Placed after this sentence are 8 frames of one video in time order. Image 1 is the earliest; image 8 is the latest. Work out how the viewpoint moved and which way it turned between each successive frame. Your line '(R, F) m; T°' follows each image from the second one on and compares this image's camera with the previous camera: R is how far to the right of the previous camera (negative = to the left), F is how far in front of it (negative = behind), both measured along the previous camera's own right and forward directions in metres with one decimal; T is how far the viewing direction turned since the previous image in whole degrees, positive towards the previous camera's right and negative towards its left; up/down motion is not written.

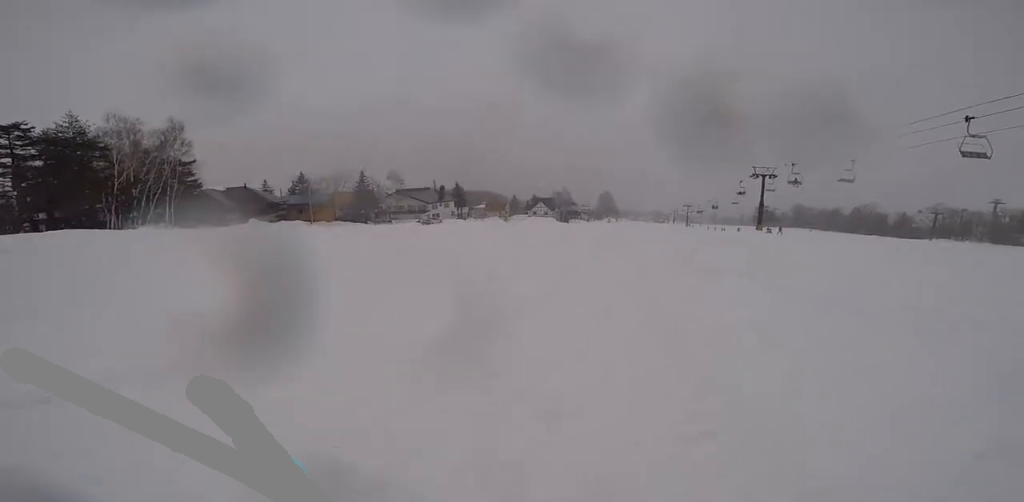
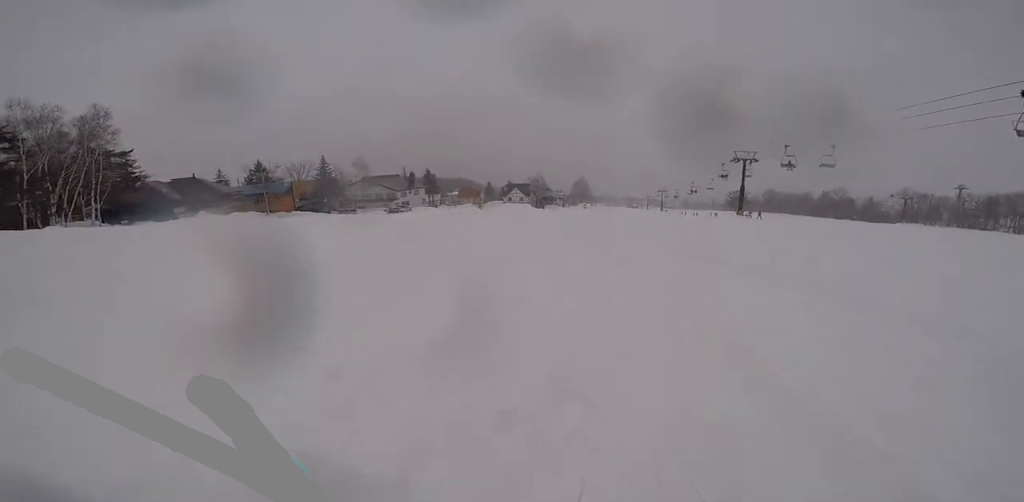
(+0.8, +3.6) m; +9°
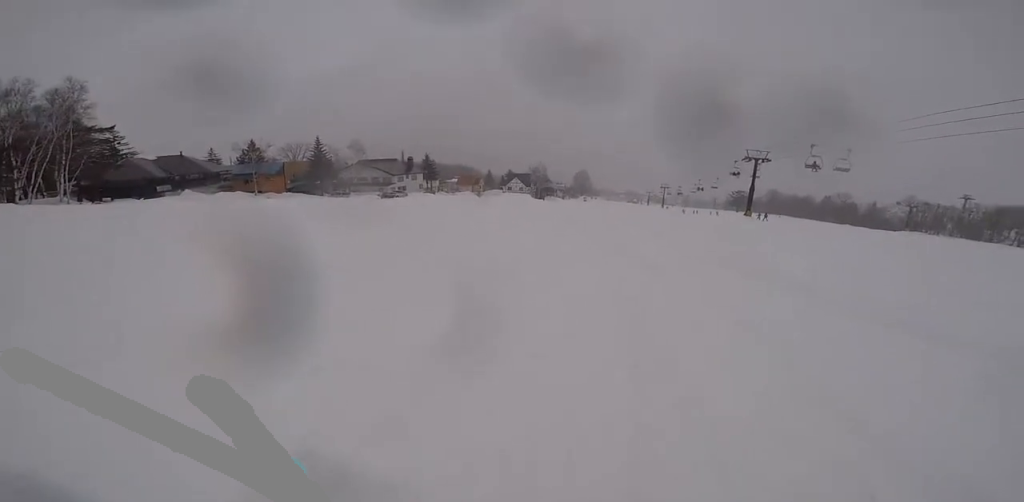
(+0.2, +2.7) m; +7°
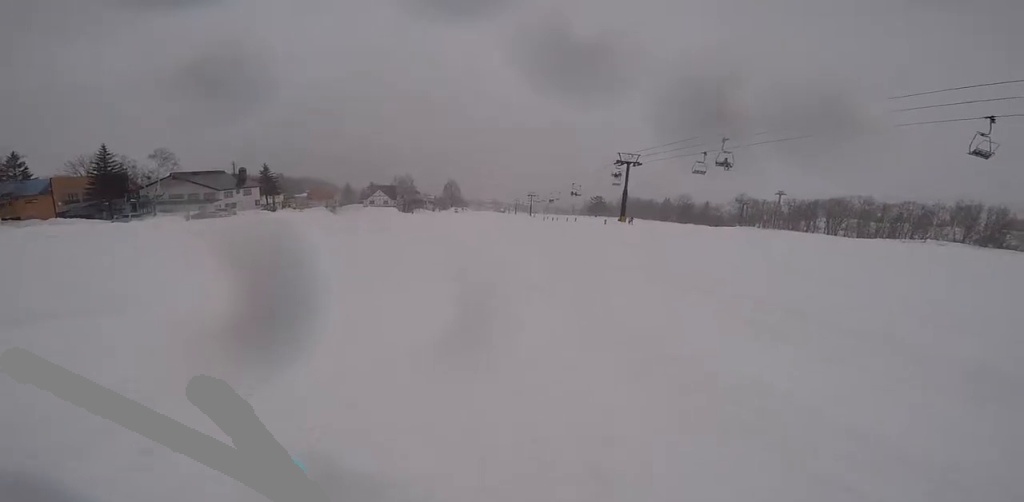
(+1.9, +8.1) m; +24°
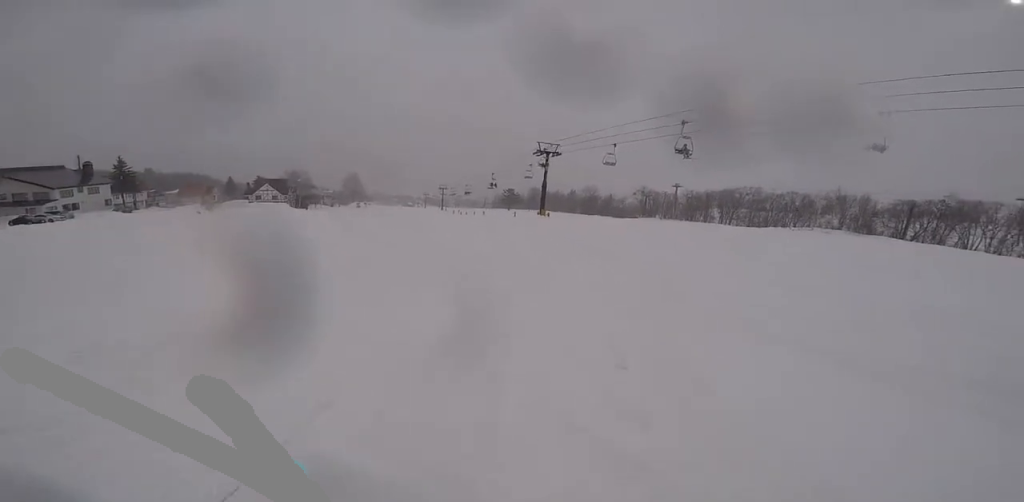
(+0.2, +5.4) m; +4°
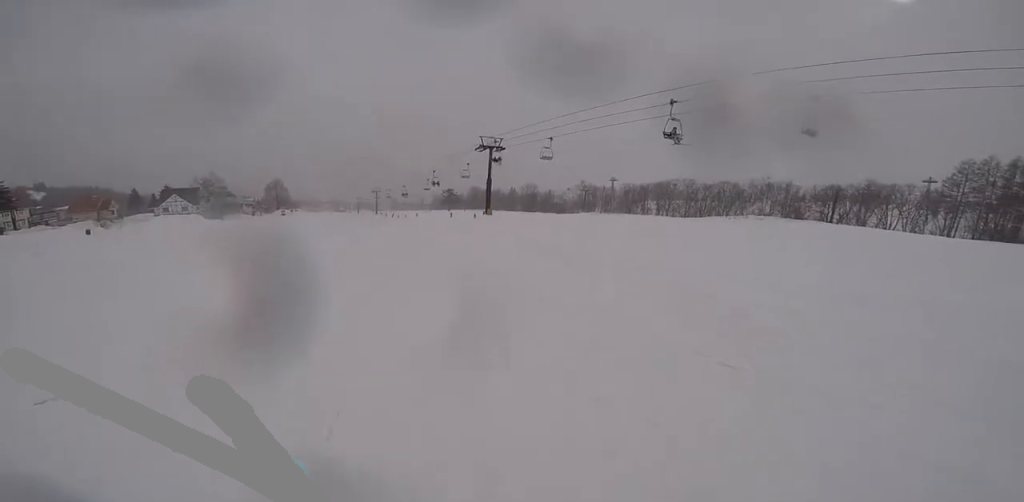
(+0.1, +4.5) m; +8°
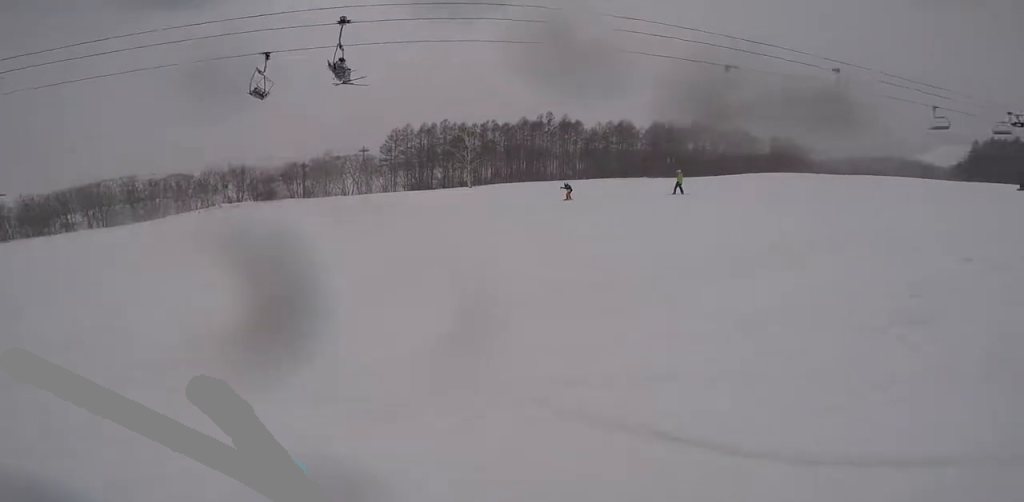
(+2.2, +9.5) m; +19°
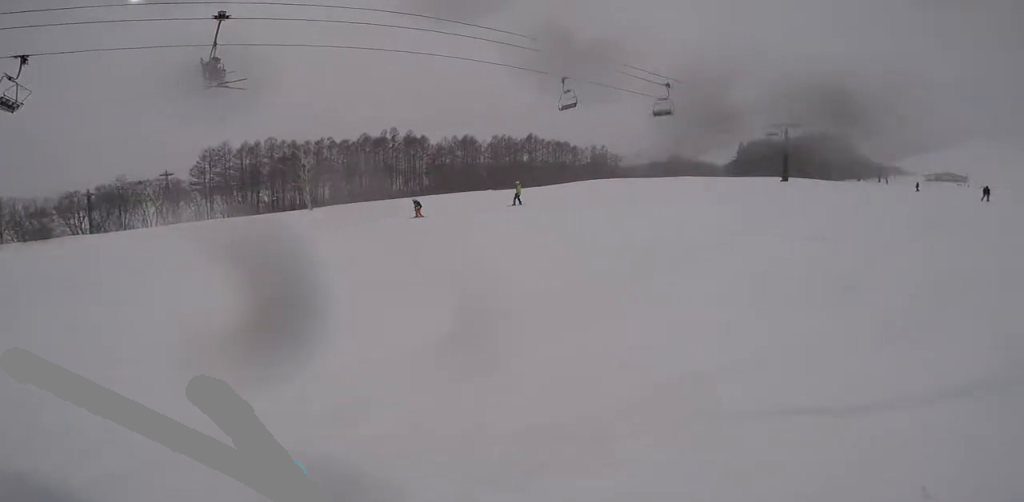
(0.0, +2.0) m; +1°
